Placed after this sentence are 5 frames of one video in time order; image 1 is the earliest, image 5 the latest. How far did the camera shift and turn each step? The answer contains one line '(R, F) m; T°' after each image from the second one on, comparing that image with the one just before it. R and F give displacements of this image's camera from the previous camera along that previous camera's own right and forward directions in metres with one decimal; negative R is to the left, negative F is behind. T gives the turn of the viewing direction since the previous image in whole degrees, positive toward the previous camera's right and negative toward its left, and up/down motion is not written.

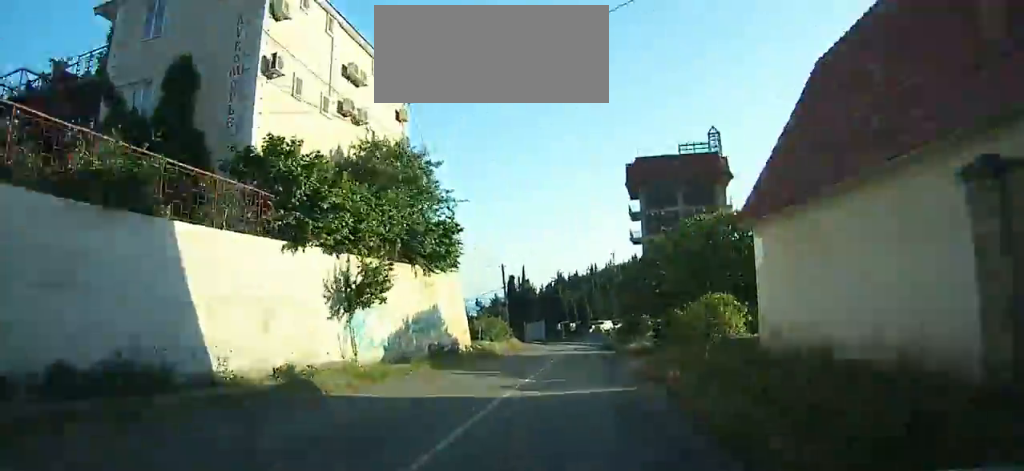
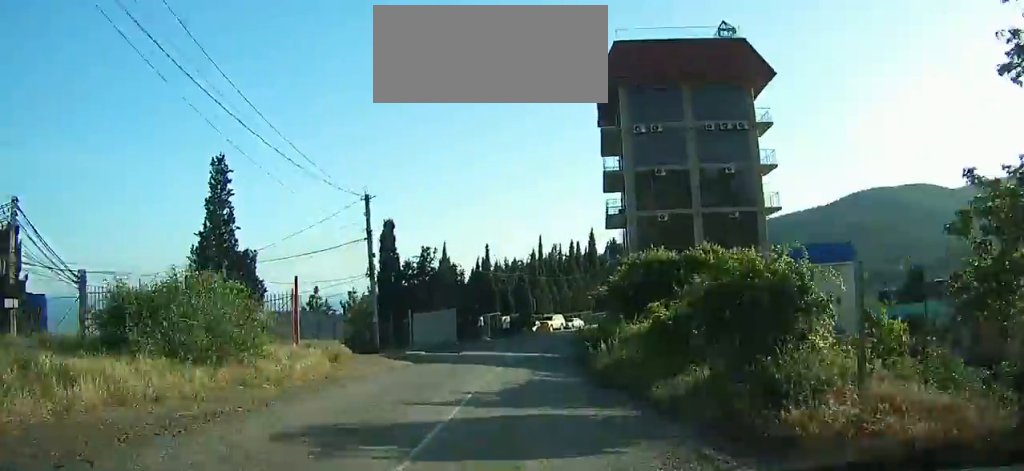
(+5.8, +29.7) m; +12°
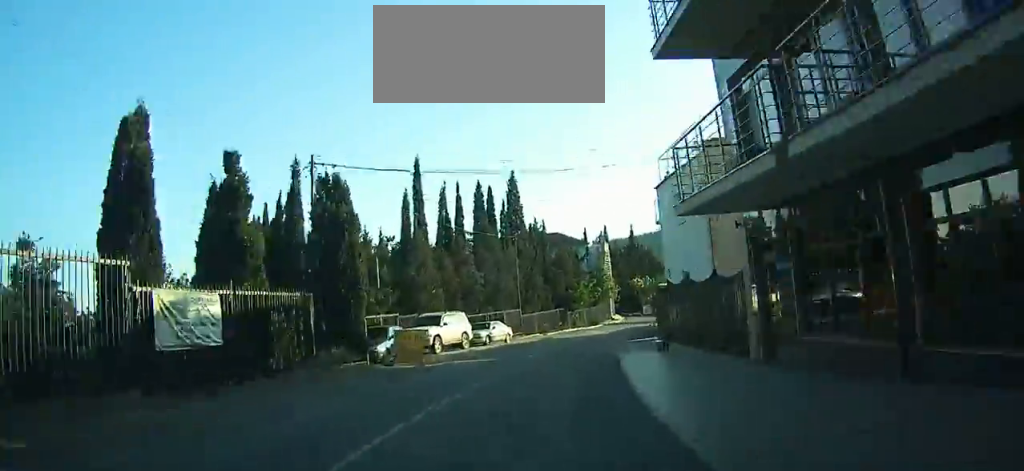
(+2.5, +39.9) m; +10°
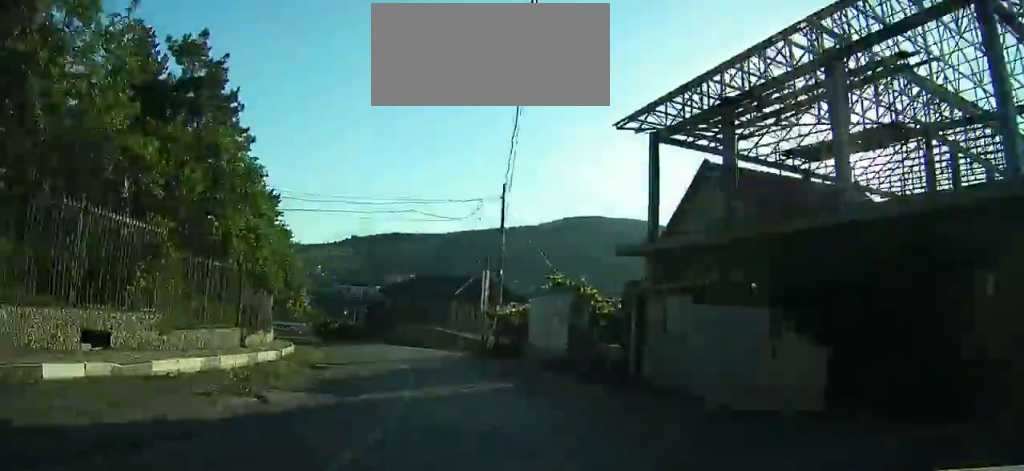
(+36.7, +118.5) m; +17°
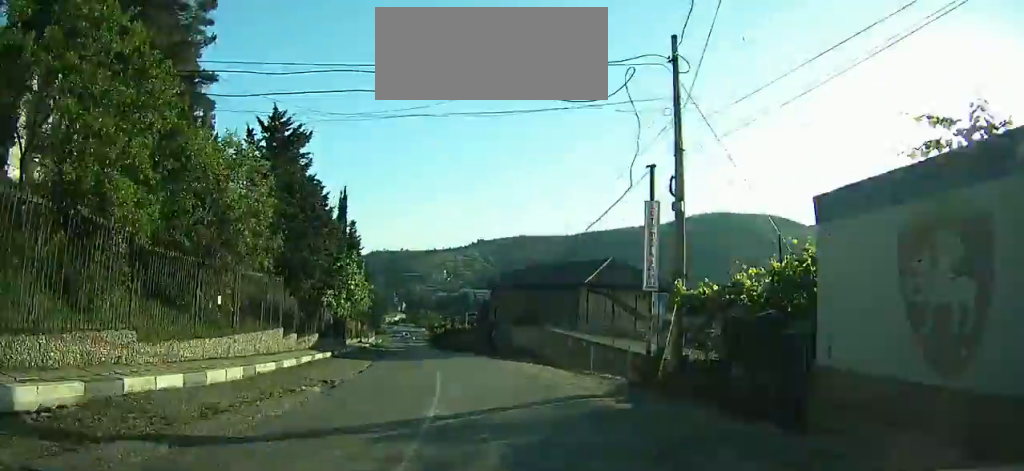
(+1.4, +15.6) m; -5°
